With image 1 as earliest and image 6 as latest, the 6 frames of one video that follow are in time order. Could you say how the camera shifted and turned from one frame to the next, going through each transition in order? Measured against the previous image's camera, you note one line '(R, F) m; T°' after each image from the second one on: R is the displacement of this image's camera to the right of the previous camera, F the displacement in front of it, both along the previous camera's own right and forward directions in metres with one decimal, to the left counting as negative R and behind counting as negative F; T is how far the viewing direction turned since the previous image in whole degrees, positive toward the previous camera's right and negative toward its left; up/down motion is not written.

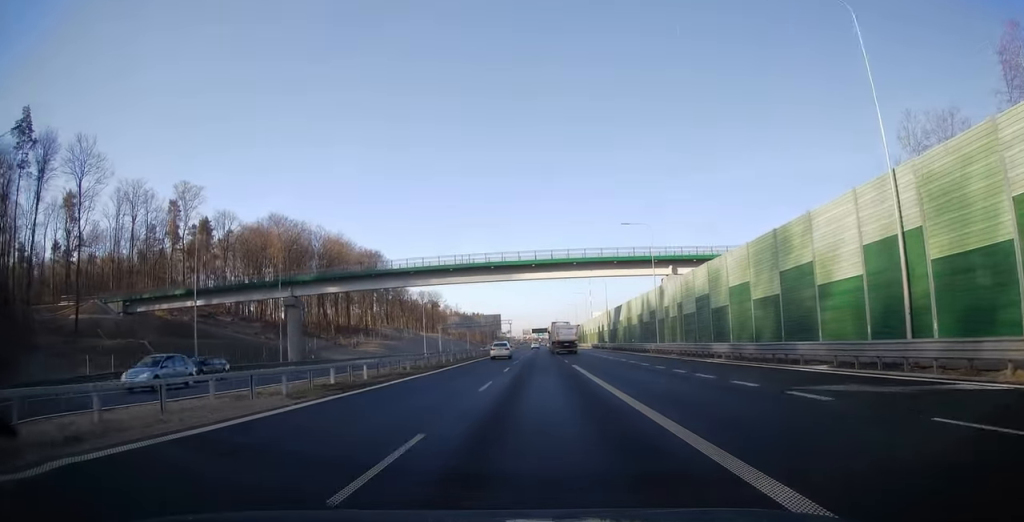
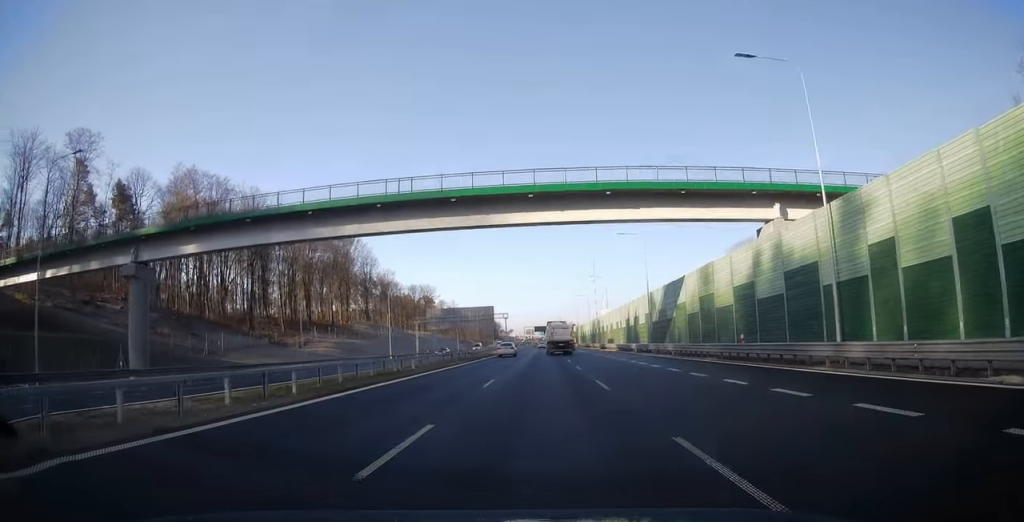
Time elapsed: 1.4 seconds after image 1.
(-0.2, +35.3) m; 0°
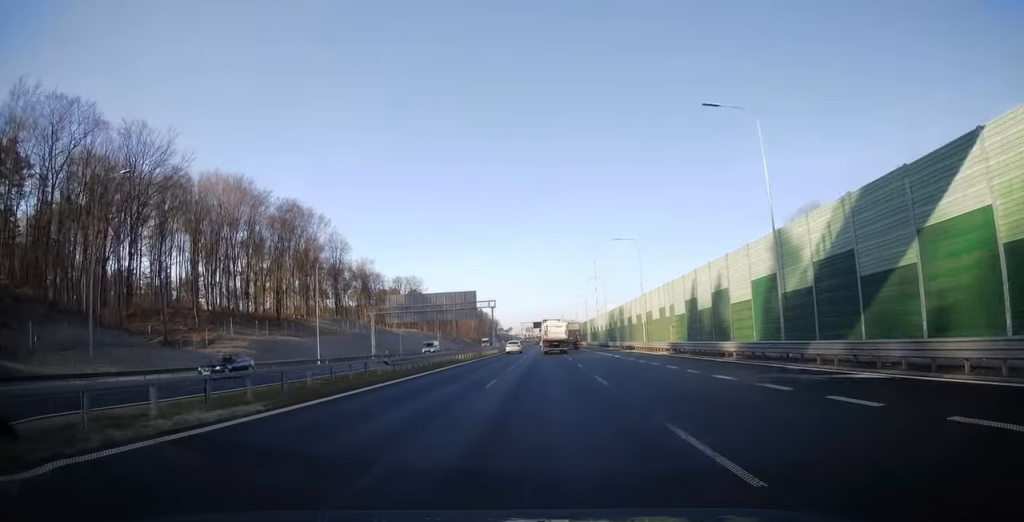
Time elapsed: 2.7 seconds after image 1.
(+0.2, +35.0) m; 0°
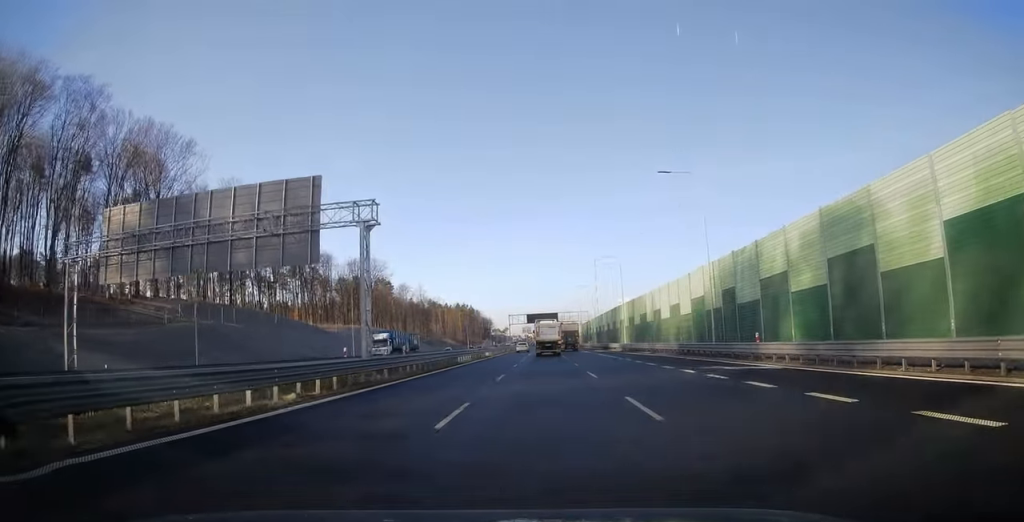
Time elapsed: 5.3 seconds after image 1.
(-0.2, +68.3) m; 0°
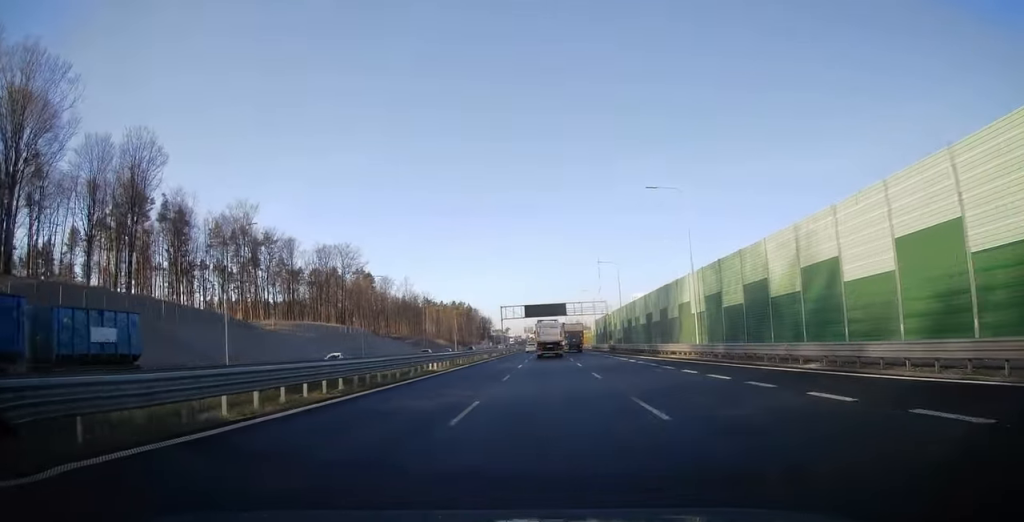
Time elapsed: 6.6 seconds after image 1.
(-0.2, +36.2) m; 0°
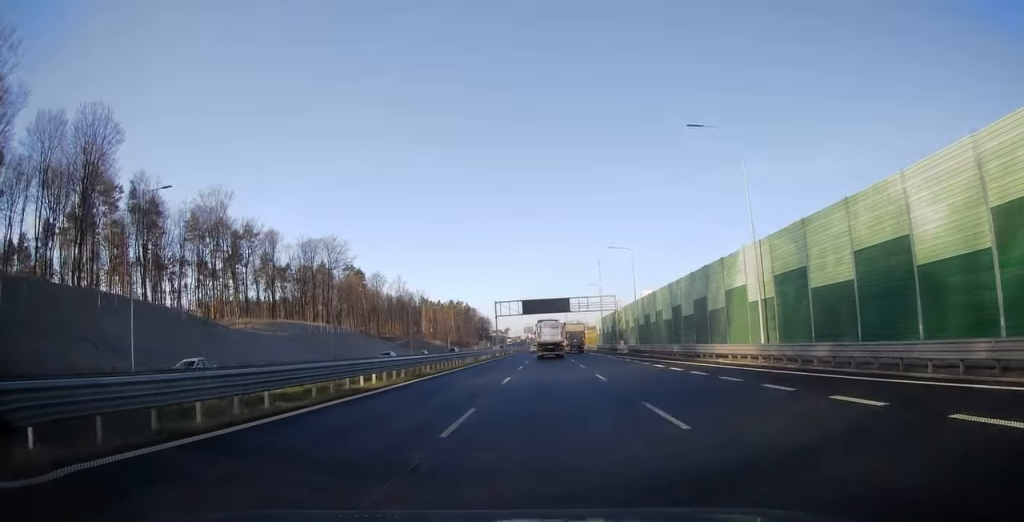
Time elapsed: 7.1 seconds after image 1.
(+0.1, +13.1) m; 0°
